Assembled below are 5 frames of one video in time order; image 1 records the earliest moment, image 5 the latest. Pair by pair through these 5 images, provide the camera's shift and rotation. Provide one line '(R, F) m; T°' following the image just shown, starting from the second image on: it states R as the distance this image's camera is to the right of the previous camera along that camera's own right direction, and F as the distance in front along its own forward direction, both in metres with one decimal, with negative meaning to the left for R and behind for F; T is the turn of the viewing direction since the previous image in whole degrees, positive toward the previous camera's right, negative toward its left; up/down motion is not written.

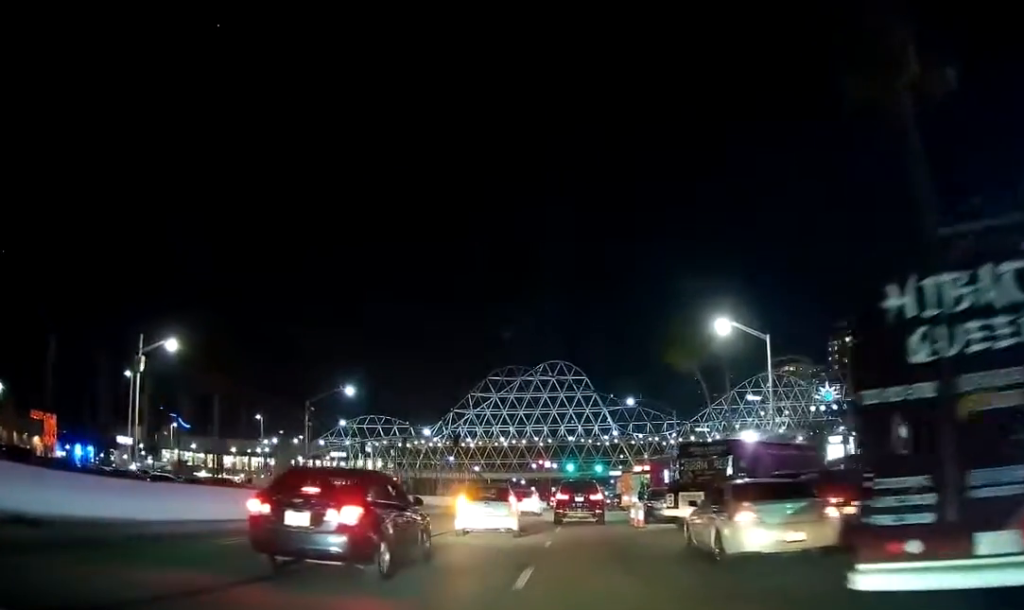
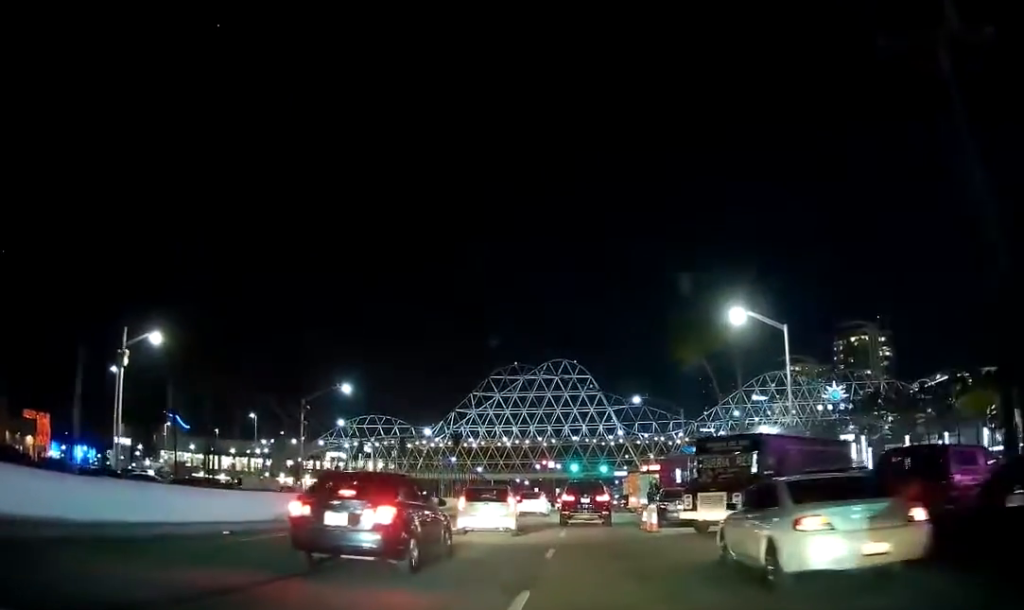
(-0.1, +2.3) m; +1°
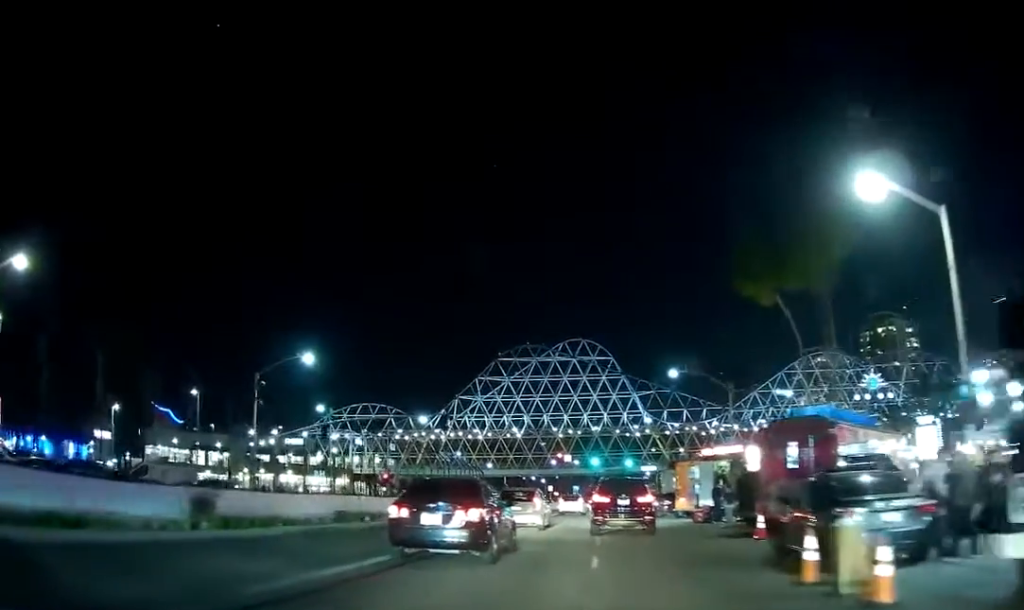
(-0.3, +15.8) m; -5°
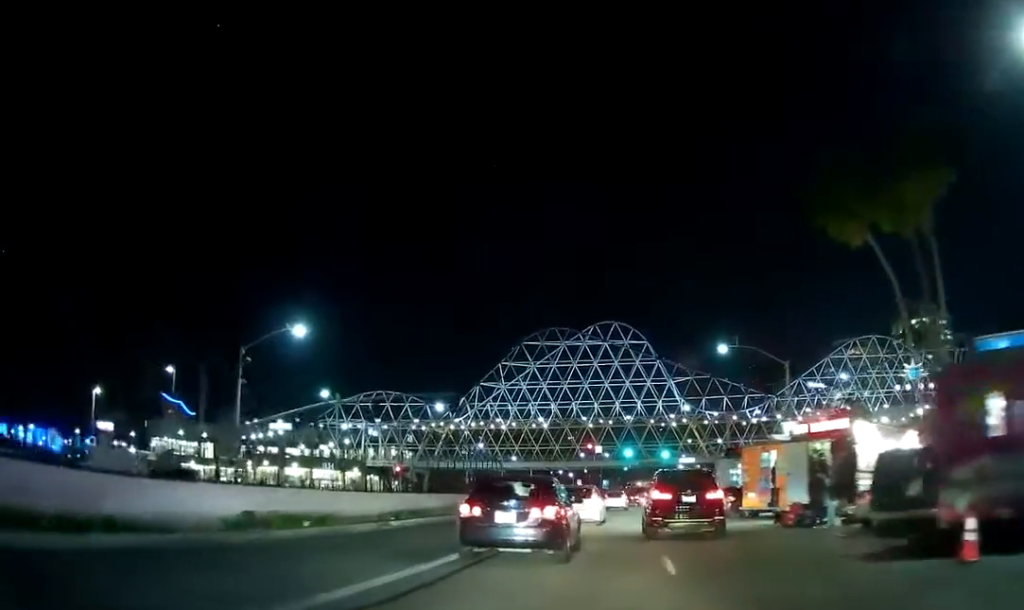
(-0.2, +8.7) m; -2°
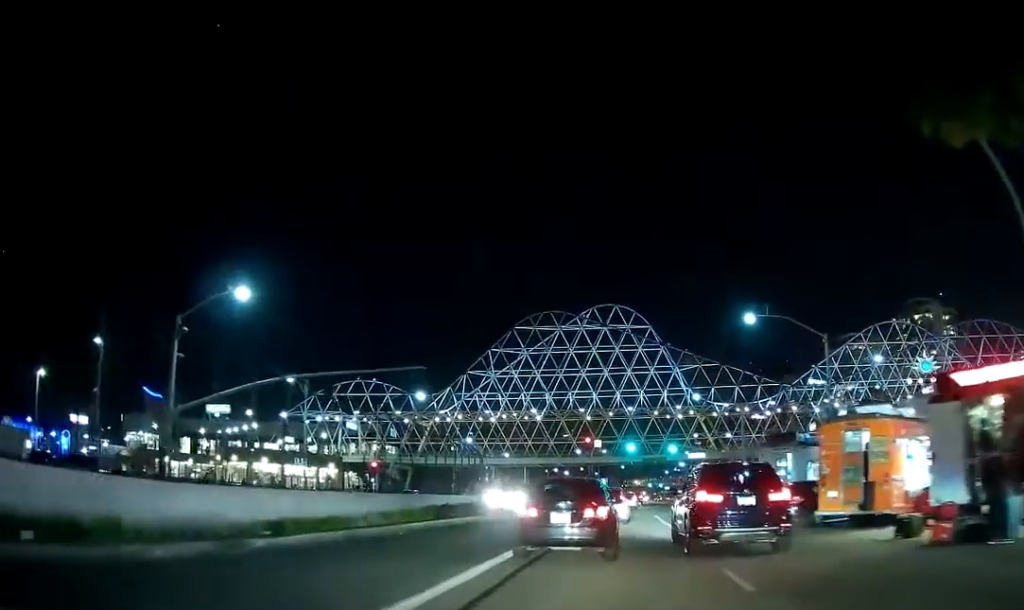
(0.0, +10.3) m; 0°
